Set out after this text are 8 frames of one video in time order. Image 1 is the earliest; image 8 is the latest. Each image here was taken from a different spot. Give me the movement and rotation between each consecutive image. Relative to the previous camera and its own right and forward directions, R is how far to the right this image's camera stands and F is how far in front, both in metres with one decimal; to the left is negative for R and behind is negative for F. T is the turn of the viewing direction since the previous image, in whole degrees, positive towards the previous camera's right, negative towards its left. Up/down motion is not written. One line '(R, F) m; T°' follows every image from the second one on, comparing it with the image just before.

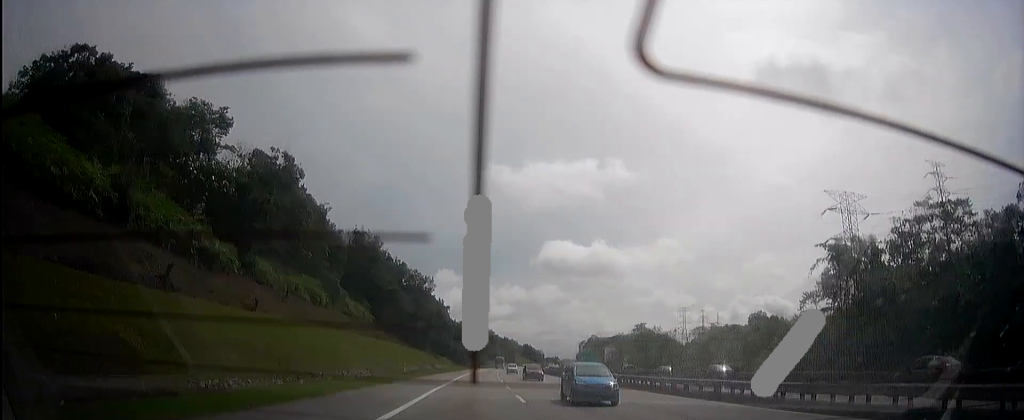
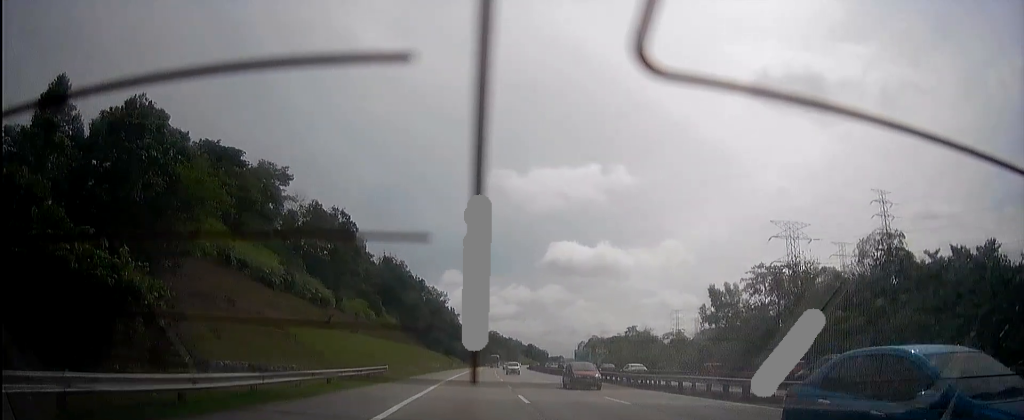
(+0.2, +32.2) m; +1°
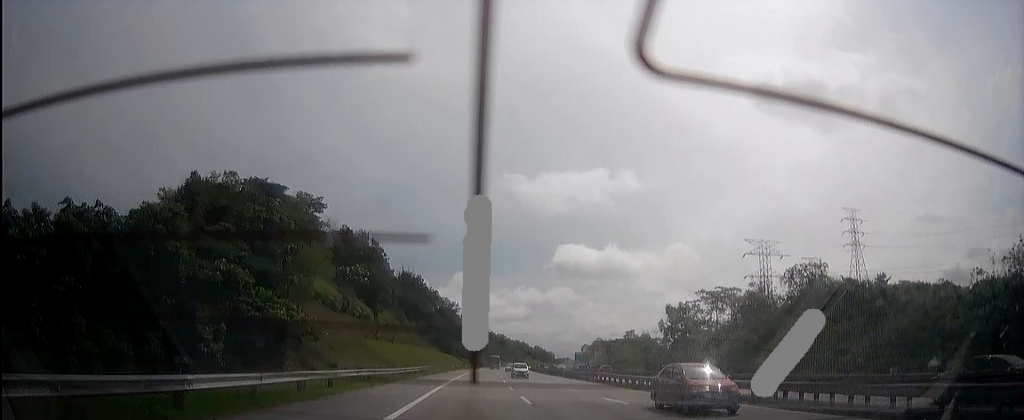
(+0.1, +23.6) m; +1°
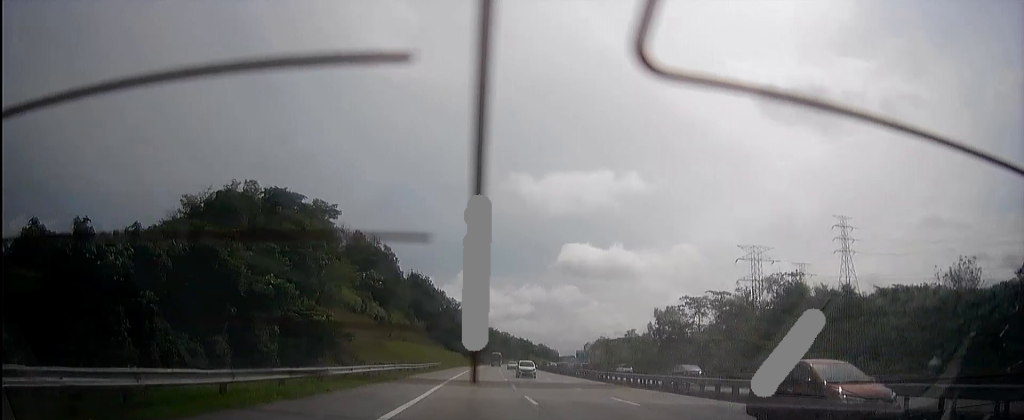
(+0.1, +11.0) m; +1°
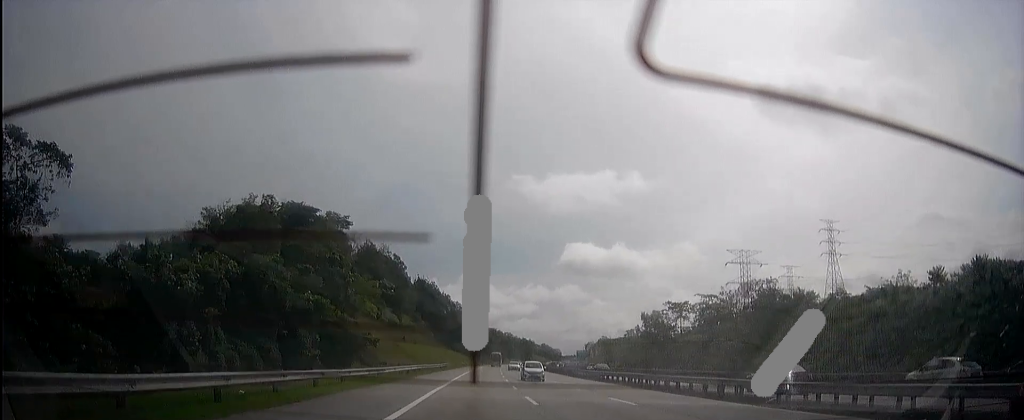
(+0.1, +12.6) m; 0°
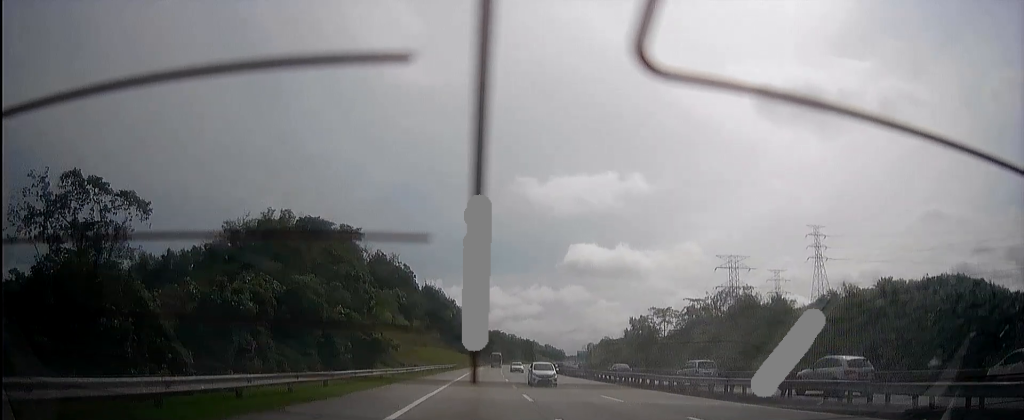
(0.0, +12.6) m; 0°
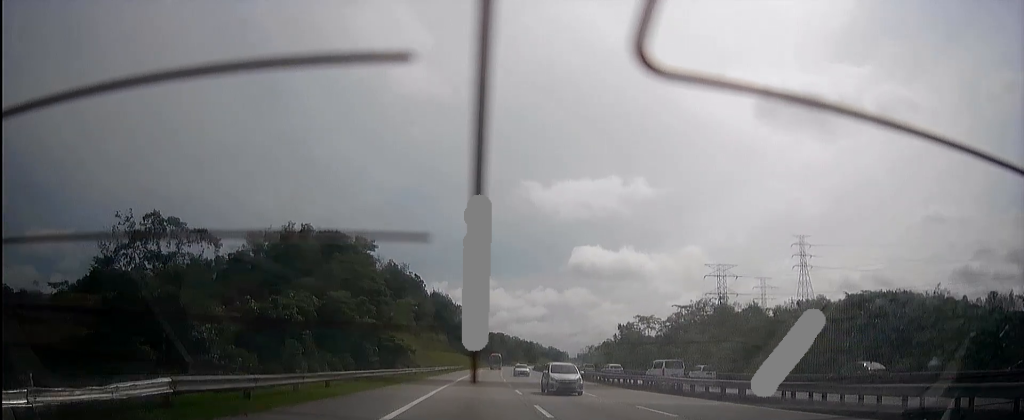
(+0.1, +16.5) m; +1°
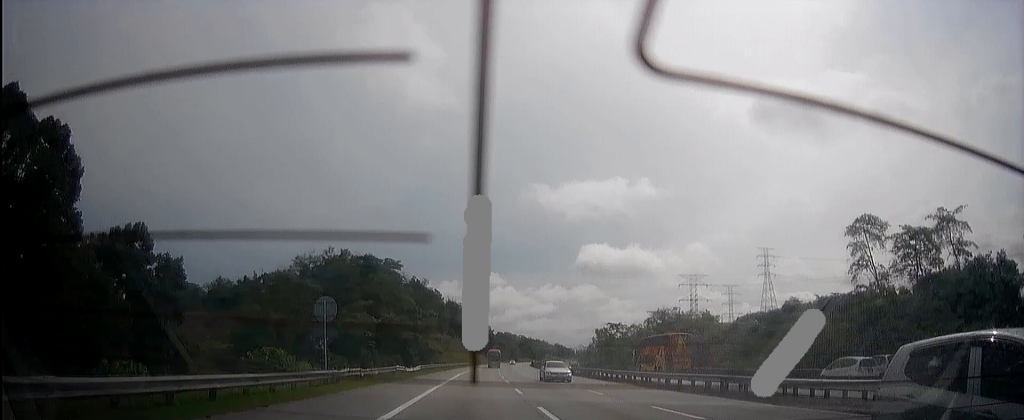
(+0.5, +44.1) m; +1°
